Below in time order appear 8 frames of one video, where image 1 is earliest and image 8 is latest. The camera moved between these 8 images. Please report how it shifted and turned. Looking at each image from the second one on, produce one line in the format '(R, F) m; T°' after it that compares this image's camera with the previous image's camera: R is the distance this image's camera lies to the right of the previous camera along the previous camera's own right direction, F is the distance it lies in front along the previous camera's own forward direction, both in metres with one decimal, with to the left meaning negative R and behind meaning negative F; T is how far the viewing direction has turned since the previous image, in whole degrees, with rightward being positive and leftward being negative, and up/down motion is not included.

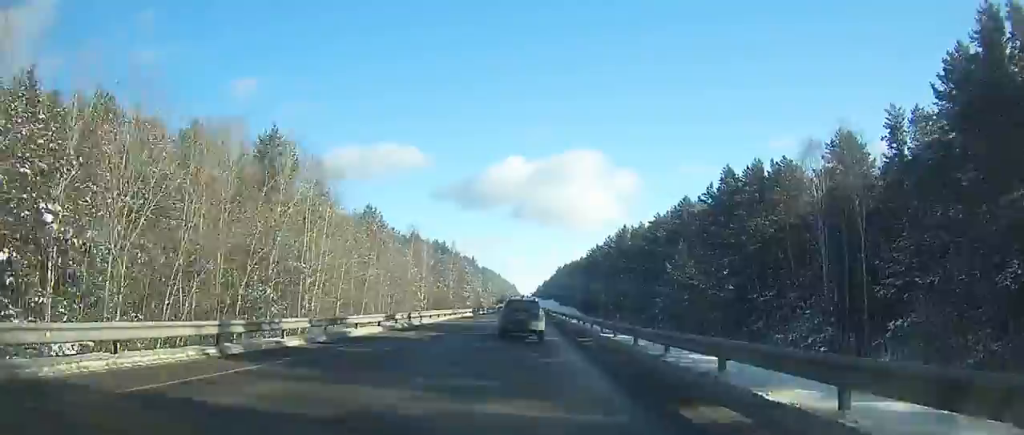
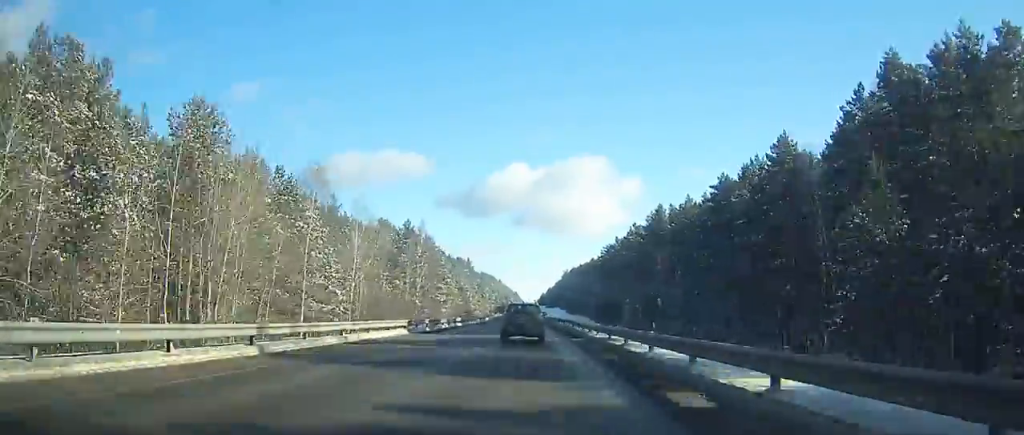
(0.0, +42.7) m; 0°
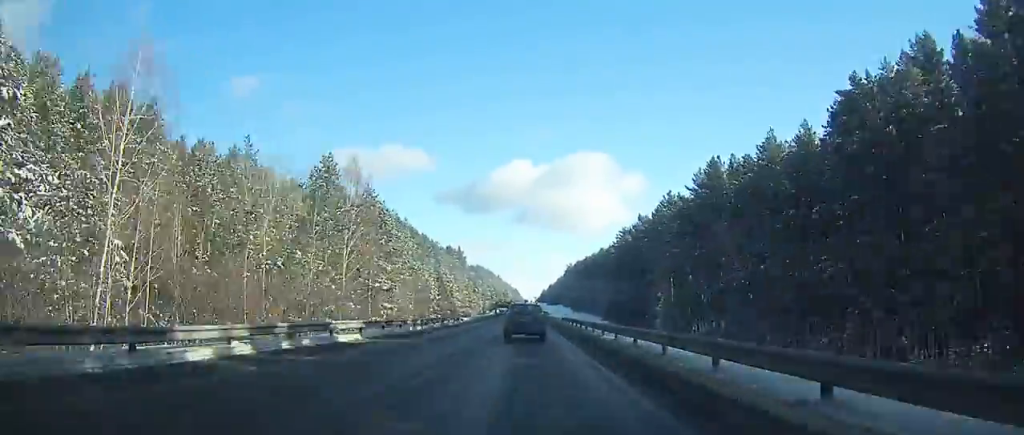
(0.0, +38.1) m; 0°
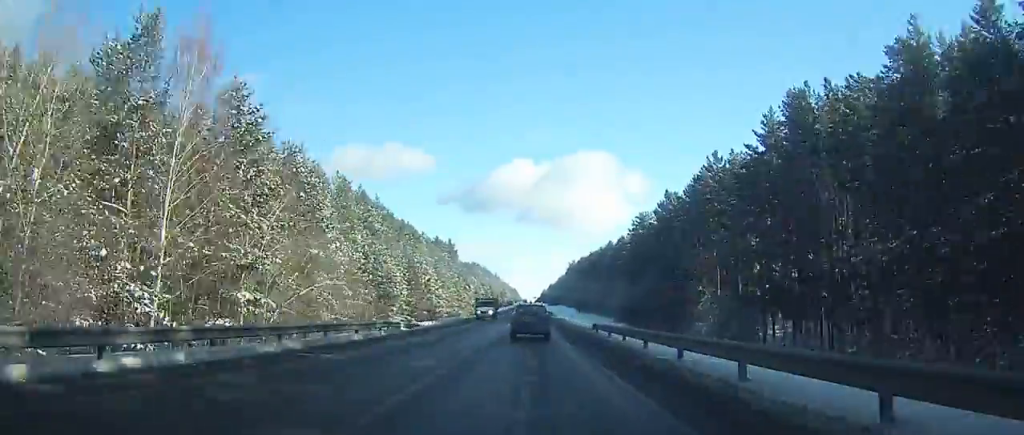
(-0.1, +29.4) m; 0°
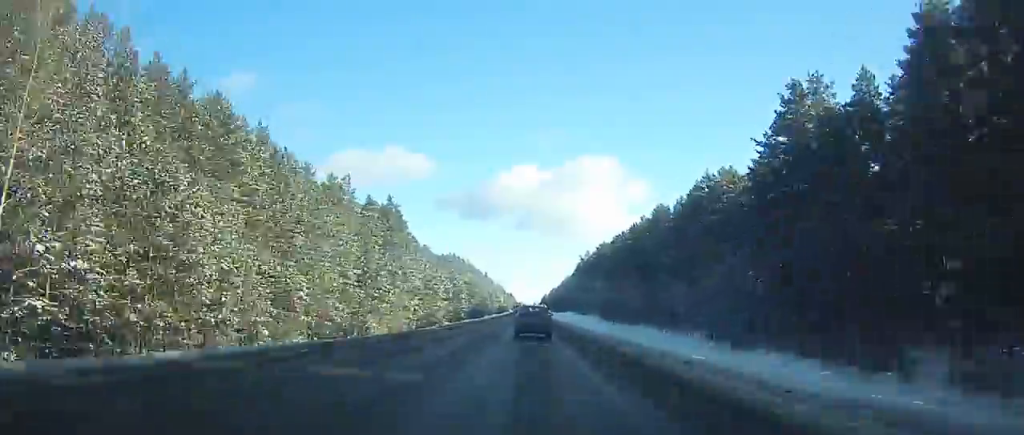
(0.0, +93.7) m; 0°
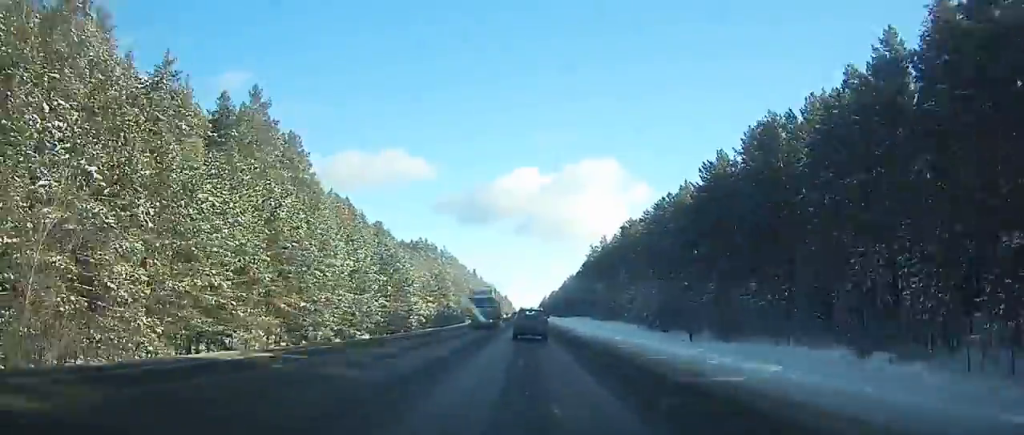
(0.0, +65.2) m; 0°
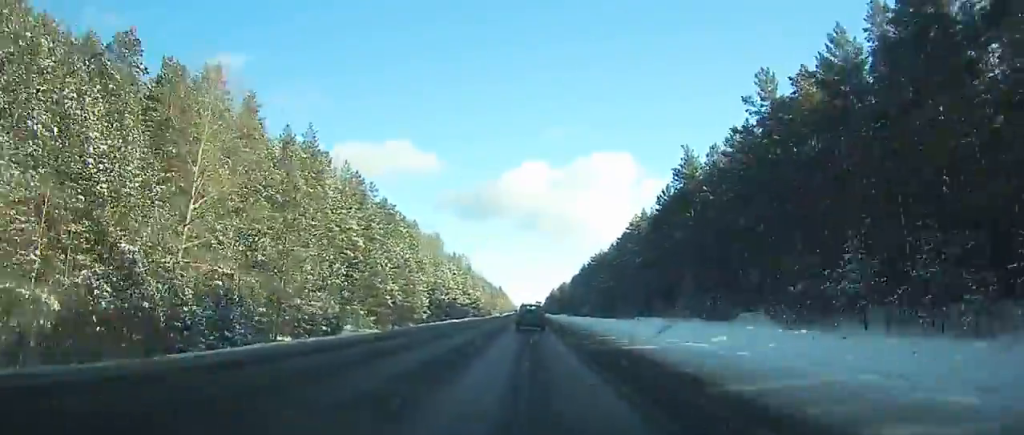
(-0.1, +137.7) m; 0°
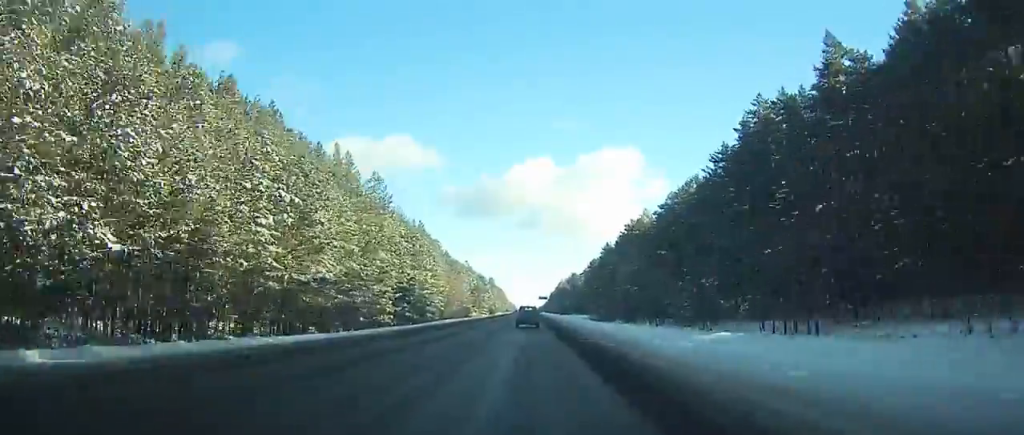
(+0.2, +96.7) m; 0°
